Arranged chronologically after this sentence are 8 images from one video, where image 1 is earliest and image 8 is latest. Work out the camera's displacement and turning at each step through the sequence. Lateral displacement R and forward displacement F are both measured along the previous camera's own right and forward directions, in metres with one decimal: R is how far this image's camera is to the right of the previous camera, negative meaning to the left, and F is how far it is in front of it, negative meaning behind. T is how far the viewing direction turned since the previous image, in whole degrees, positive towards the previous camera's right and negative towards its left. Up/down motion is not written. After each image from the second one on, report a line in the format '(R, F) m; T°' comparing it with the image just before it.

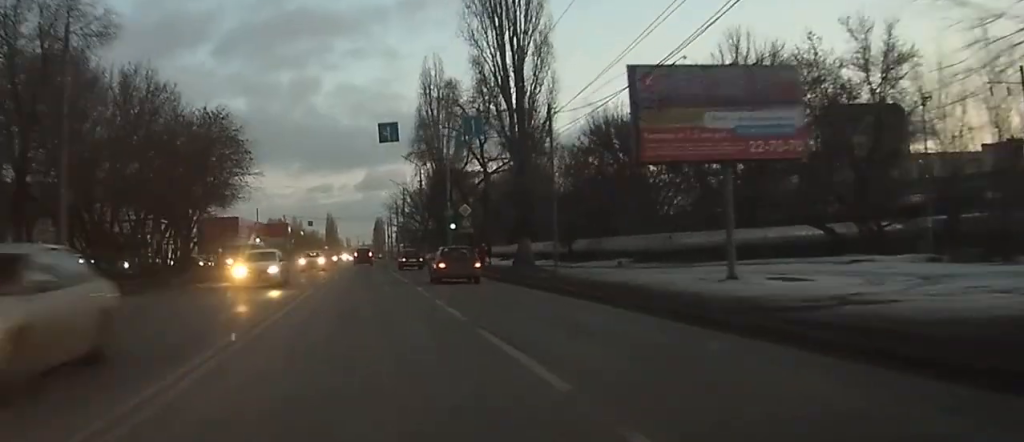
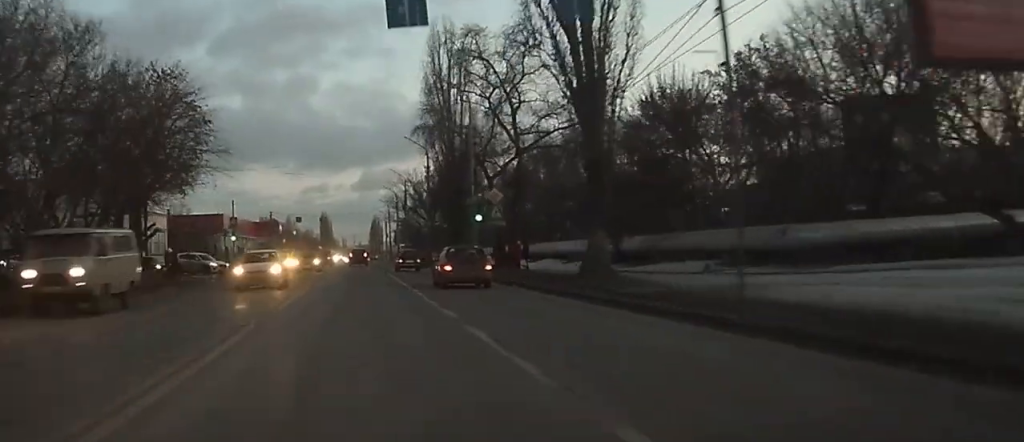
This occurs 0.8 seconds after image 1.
(+0.1, +15.8) m; 0°
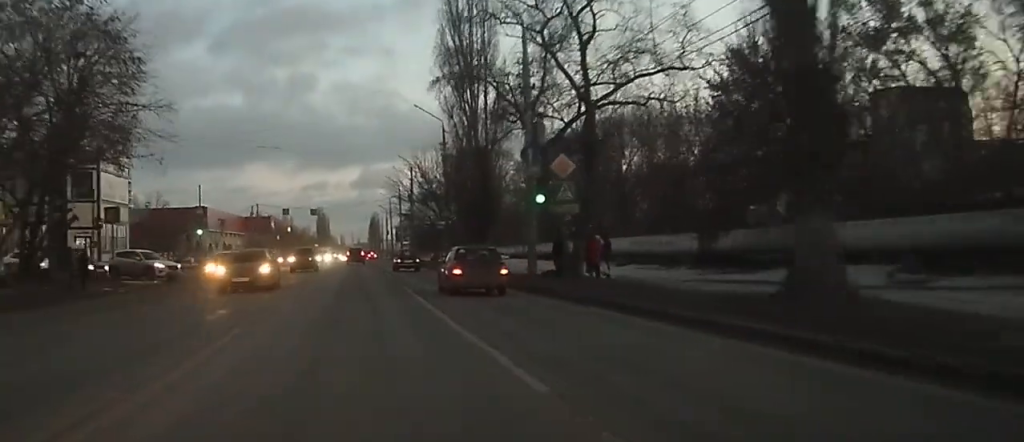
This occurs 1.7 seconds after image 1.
(0.0, +16.2) m; 0°
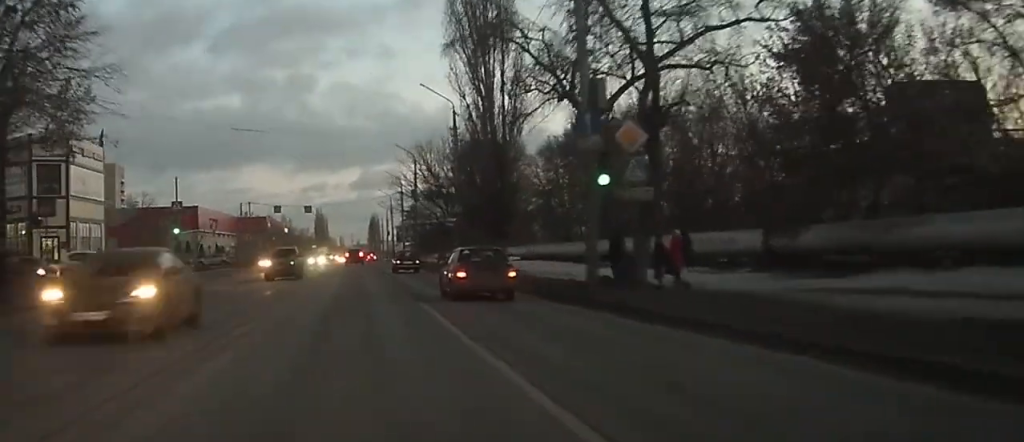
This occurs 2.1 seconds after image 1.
(0.0, +8.1) m; 0°
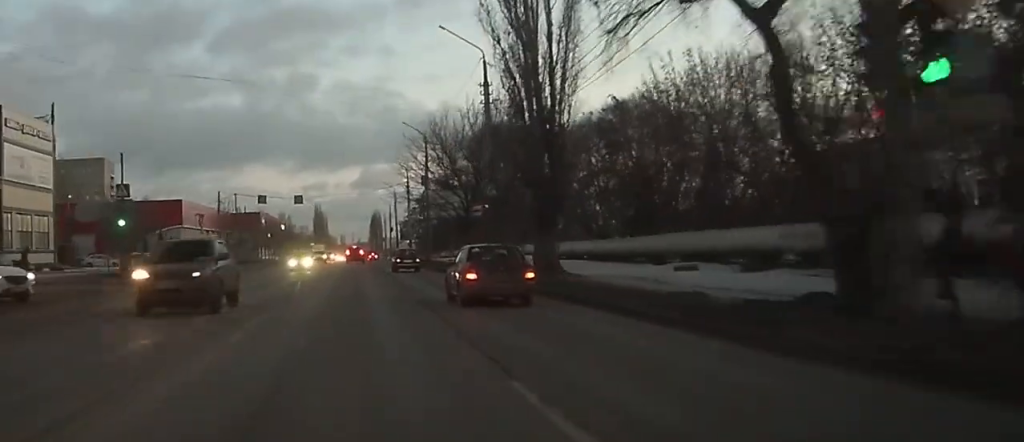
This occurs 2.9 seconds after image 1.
(+0.1, +13.5) m; 0°
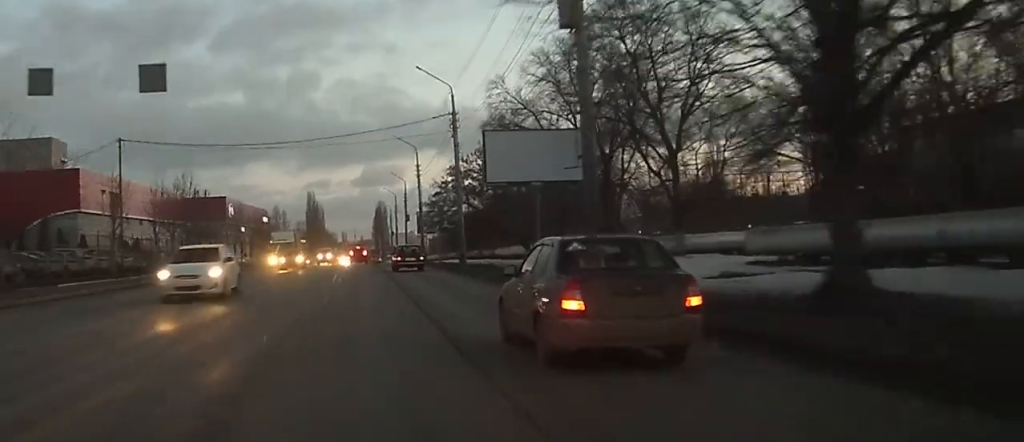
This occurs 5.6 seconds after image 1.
(-0.7, +49.1) m; -1°
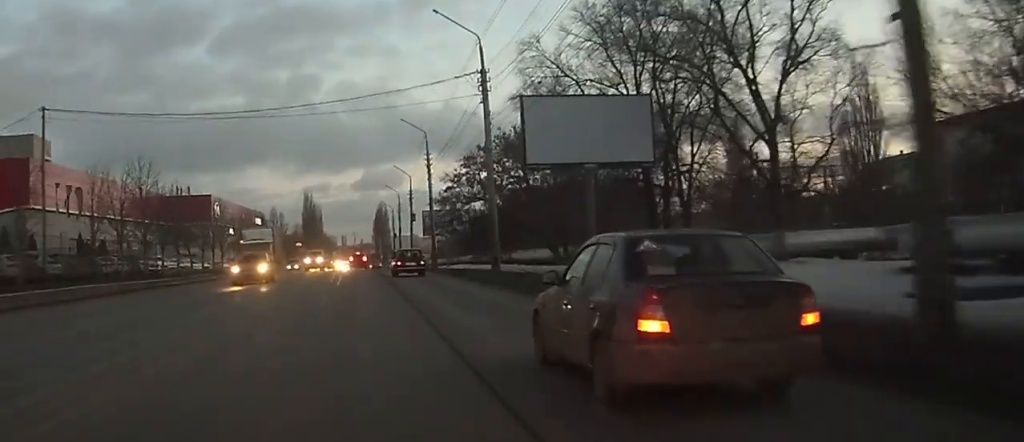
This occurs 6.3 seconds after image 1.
(0.0, +13.0) m; 0°
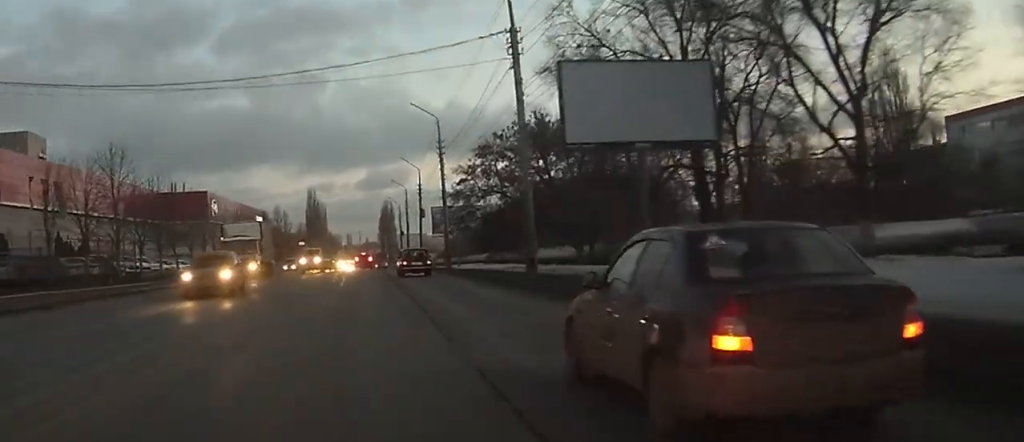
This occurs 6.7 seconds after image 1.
(0.0, +7.0) m; 0°
